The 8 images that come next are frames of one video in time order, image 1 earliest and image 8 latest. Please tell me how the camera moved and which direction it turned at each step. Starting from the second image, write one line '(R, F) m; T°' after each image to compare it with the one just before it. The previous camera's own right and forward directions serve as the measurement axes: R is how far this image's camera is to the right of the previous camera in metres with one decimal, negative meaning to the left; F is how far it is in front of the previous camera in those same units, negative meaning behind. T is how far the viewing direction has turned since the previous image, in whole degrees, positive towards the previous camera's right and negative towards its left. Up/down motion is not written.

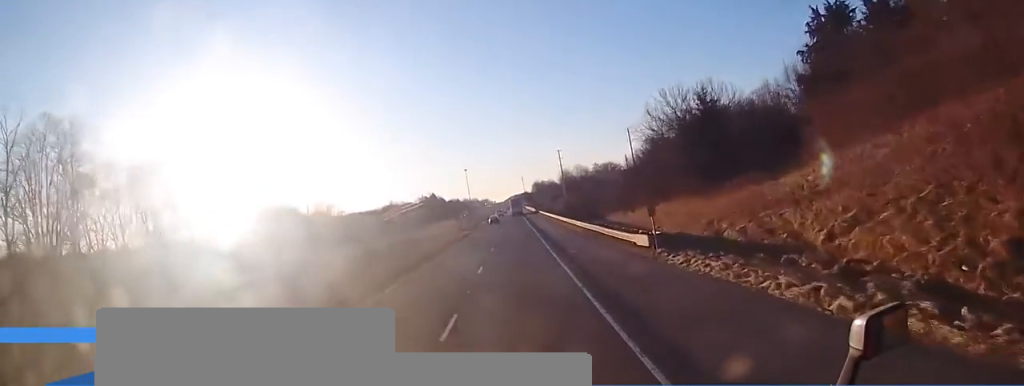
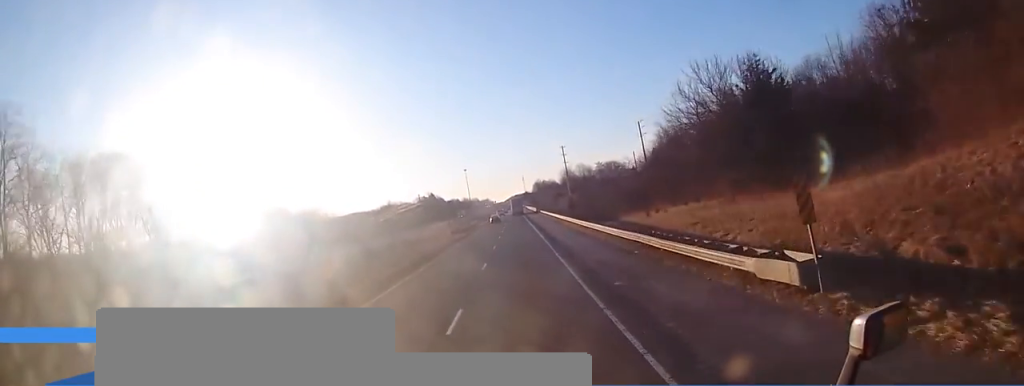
(+0.1, +11.7) m; -1°
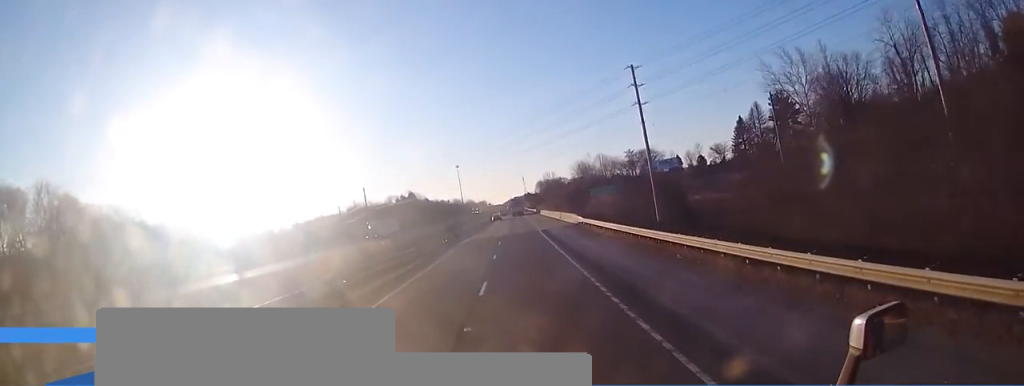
(-1.4, +92.5) m; -1°
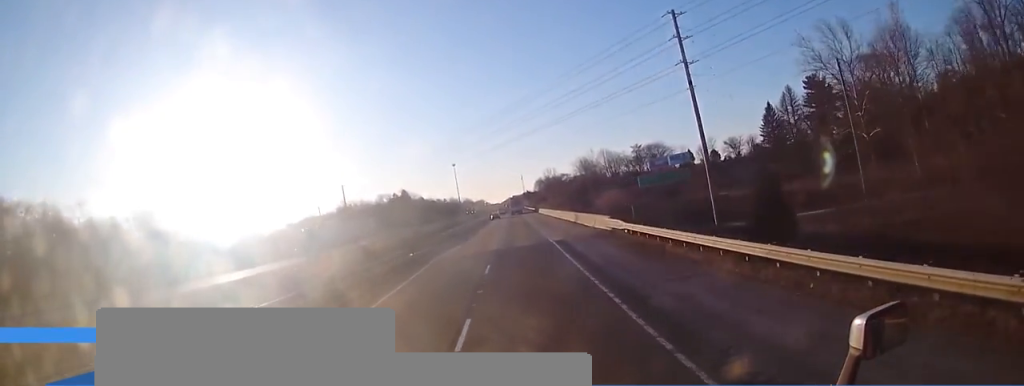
(-0.1, +18.6) m; 0°
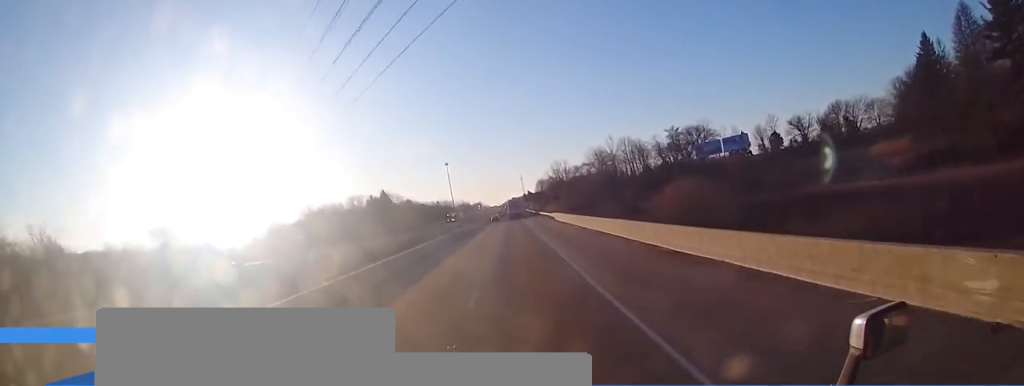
(+0.6, +56.2) m; +1°
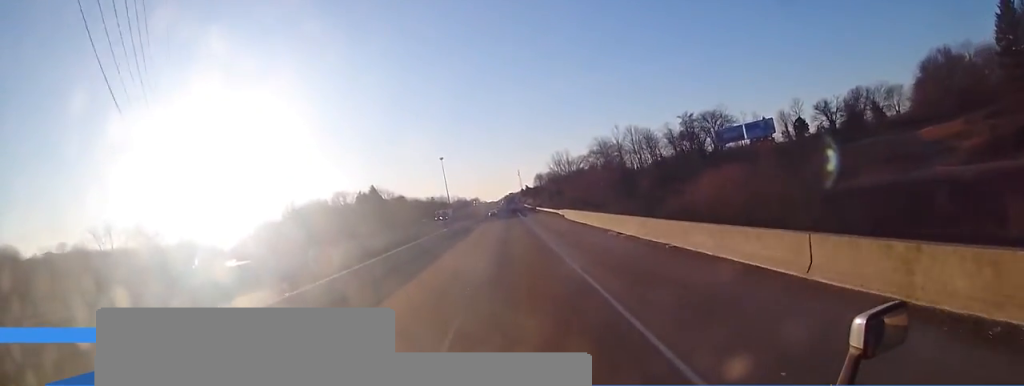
(+0.1, +18.0) m; 0°
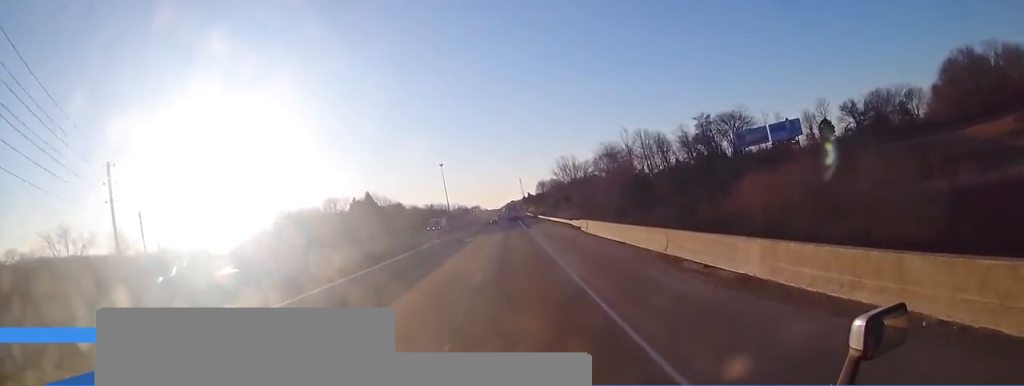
(-0.1, +13.7) m; 0°
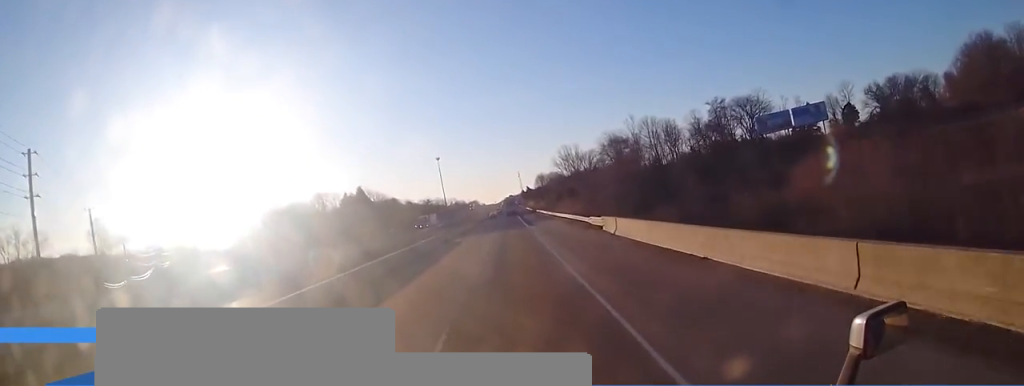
(-0.2, +11.8) m; 0°
